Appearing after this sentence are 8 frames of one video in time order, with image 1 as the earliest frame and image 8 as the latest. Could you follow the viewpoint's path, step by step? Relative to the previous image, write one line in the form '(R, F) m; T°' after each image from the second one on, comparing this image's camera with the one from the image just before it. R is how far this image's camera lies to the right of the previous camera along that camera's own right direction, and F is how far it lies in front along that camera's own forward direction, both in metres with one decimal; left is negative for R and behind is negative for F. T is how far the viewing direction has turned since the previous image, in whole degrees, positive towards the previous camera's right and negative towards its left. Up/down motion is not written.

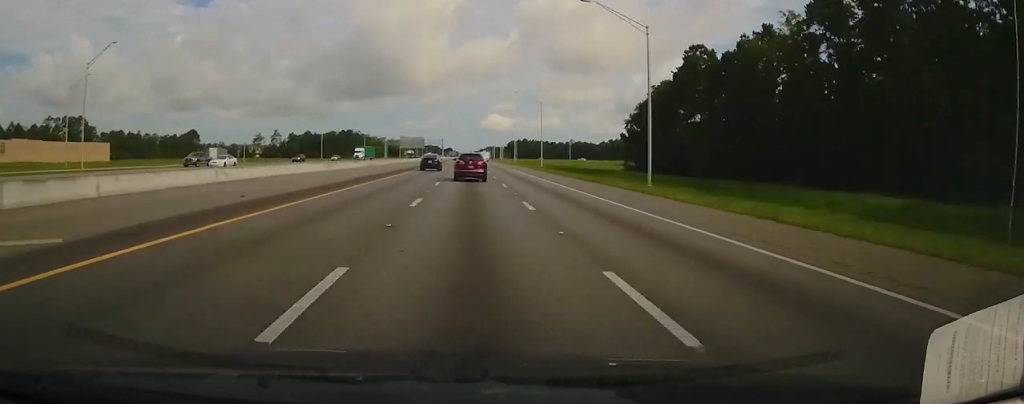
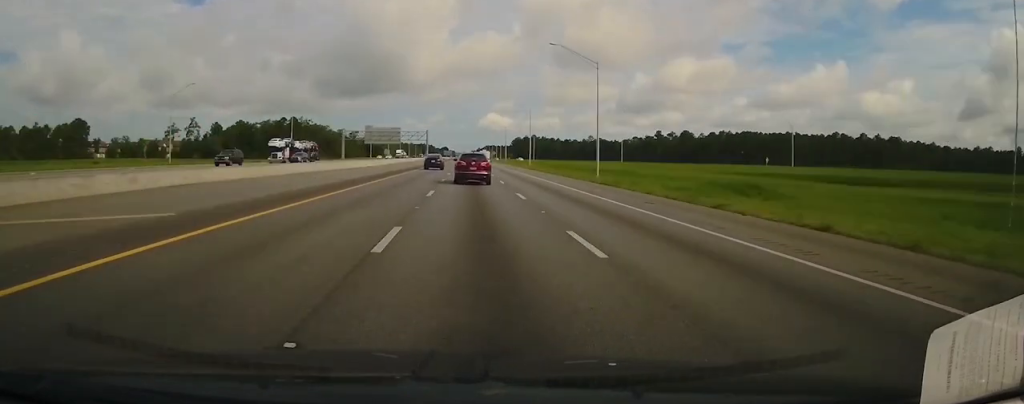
(+0.1, +72.5) m; 0°
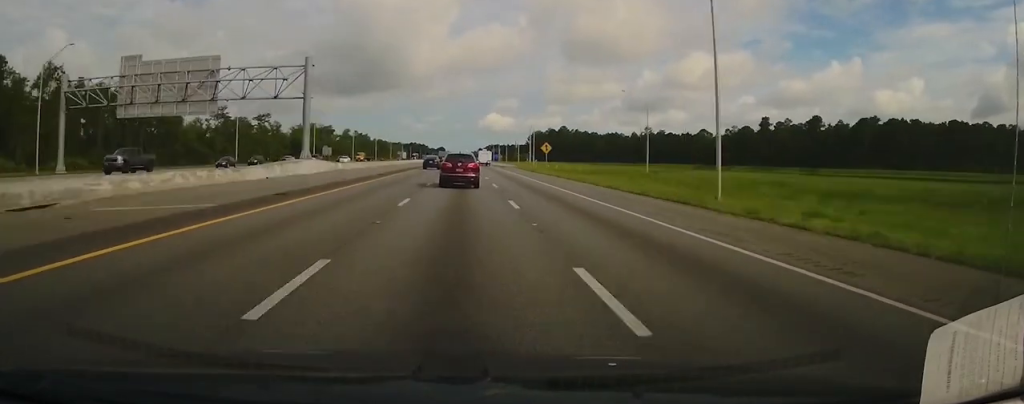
(+0.6, +186.8) m; 0°
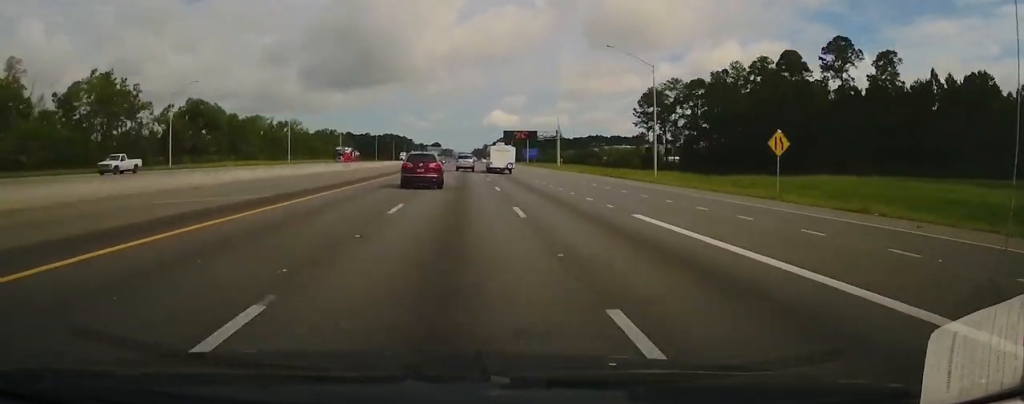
(-1.9, +356.7) m; 0°
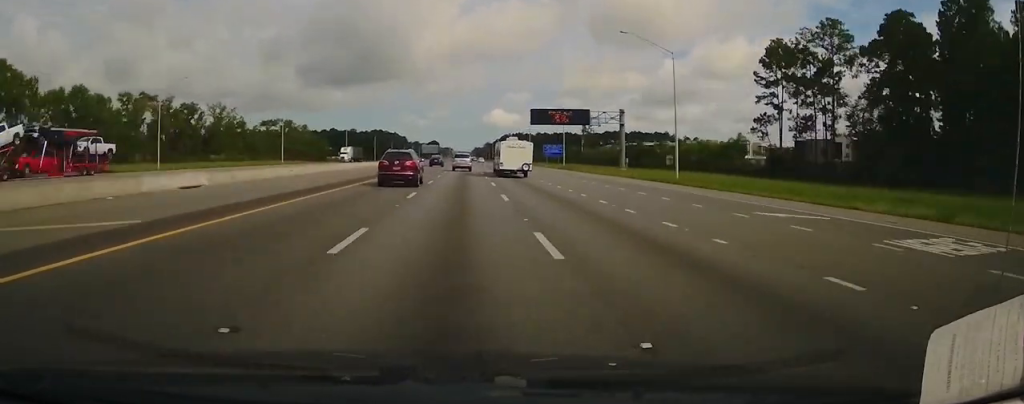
(+0.5, +68.9) m; 0°
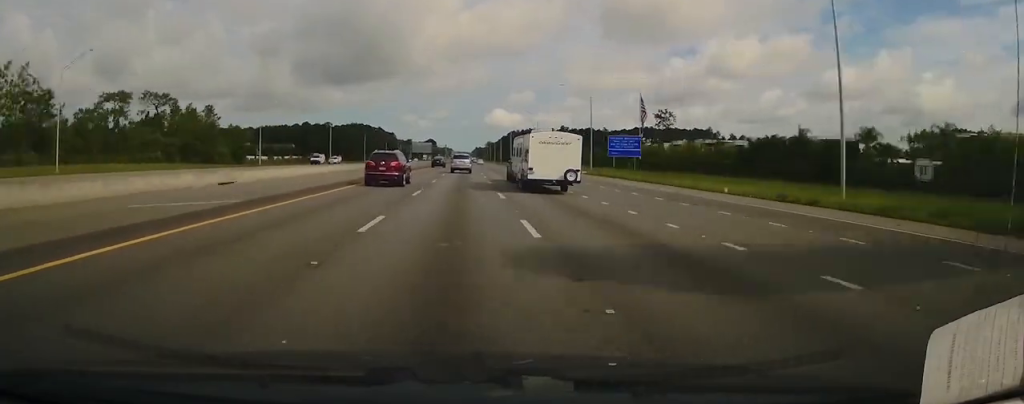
(+0.6, +87.7) m; 0°
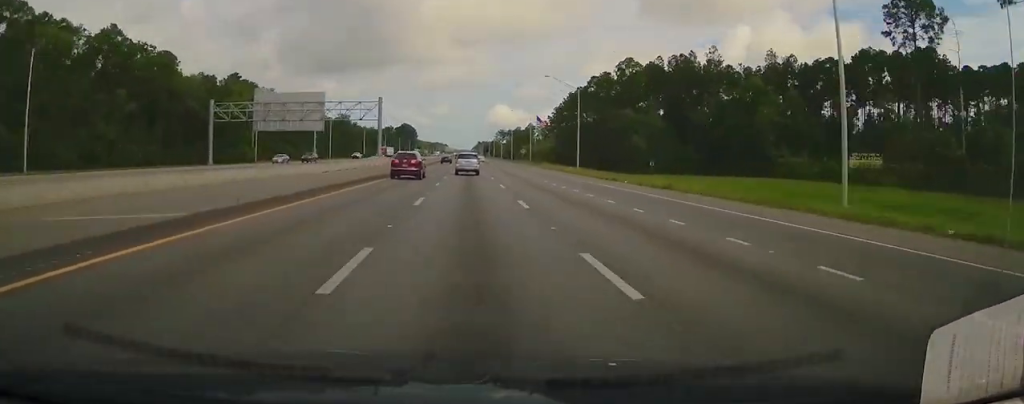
(-2.8, +296.1) m; -1°
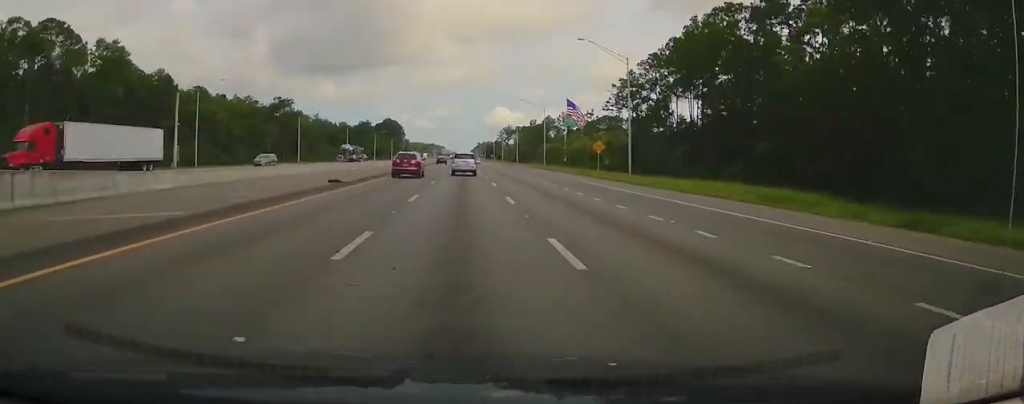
(+0.4, +97.3) m; 0°
